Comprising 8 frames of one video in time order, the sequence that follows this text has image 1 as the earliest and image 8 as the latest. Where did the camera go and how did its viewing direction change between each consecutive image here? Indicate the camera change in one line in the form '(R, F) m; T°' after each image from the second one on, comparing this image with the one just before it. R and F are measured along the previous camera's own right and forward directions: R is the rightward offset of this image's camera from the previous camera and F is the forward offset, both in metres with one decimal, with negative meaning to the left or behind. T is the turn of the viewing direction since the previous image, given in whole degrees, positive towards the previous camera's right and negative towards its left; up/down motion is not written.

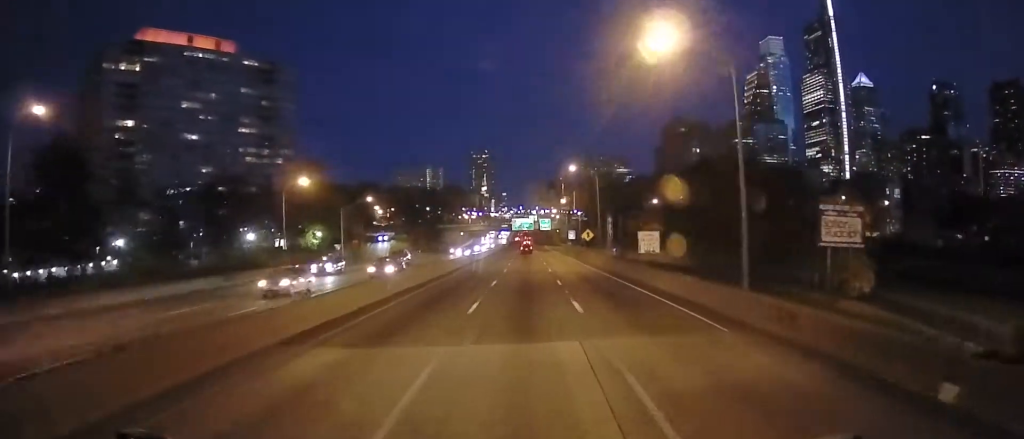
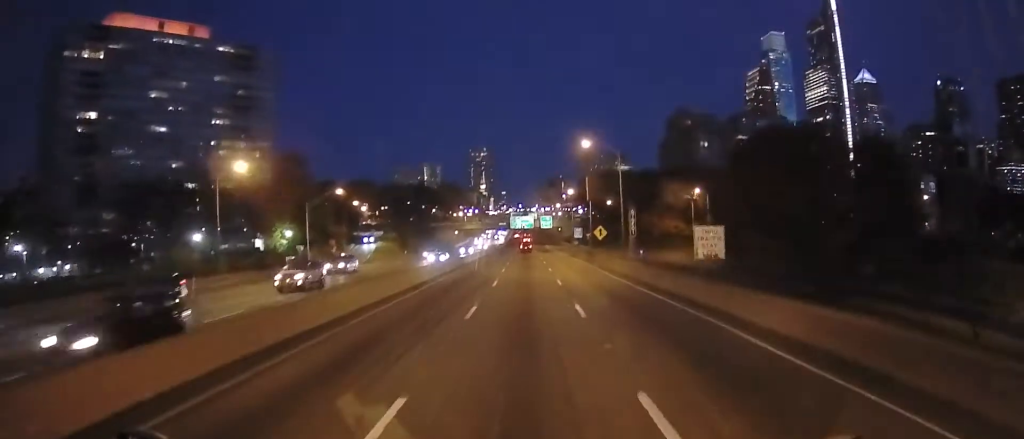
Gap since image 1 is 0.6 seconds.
(0.0, +13.6) m; 0°
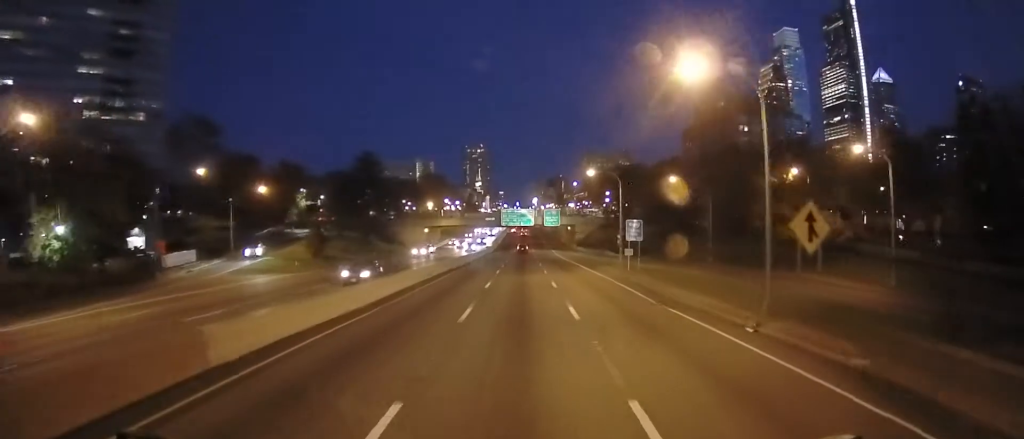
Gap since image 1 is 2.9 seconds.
(-0.2, +49.6) m; 0°
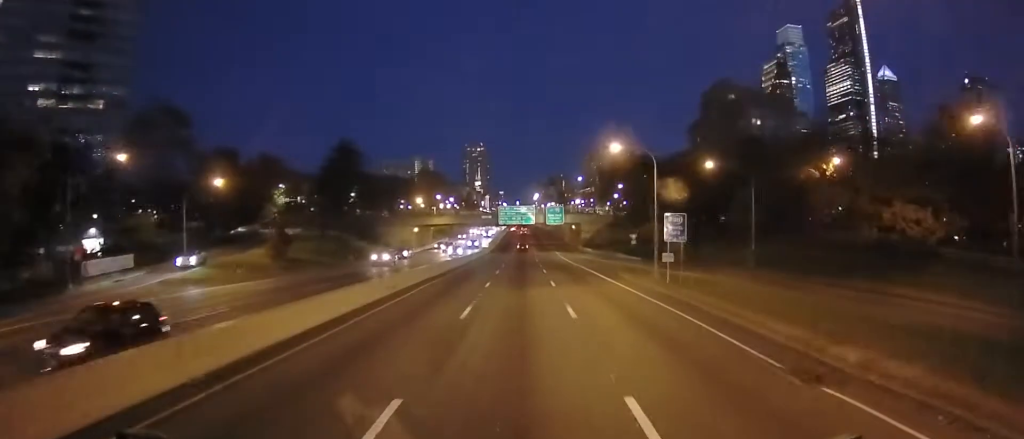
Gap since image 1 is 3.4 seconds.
(0.0, +12.1) m; 0°
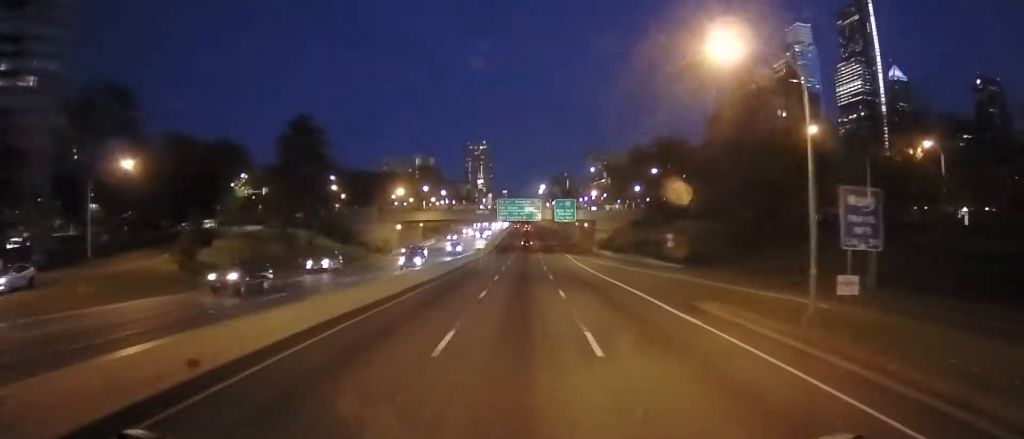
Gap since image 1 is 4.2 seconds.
(0.0, +18.4) m; 0°
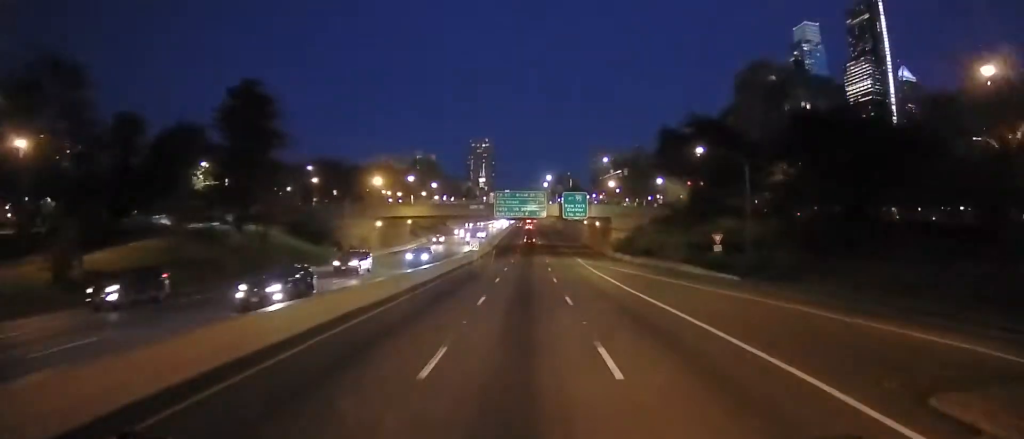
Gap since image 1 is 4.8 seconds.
(0.0, +14.6) m; 0°
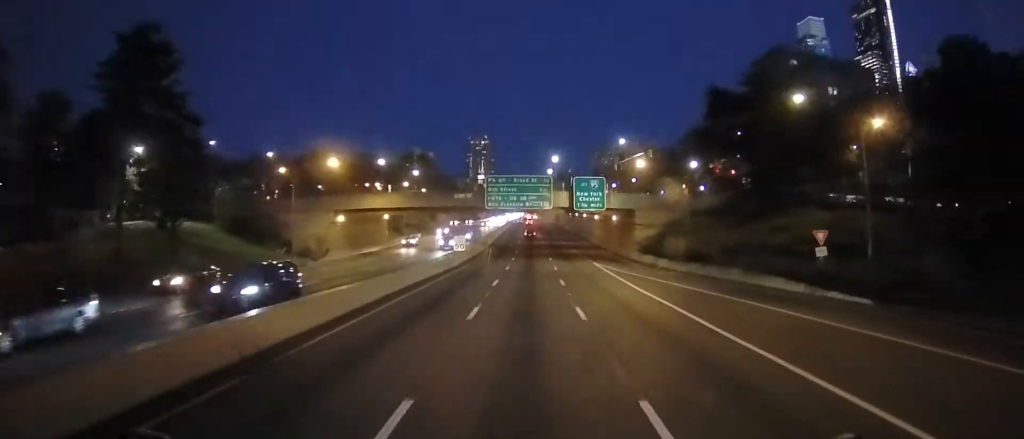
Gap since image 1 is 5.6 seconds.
(0.0, +17.0) m; 0°
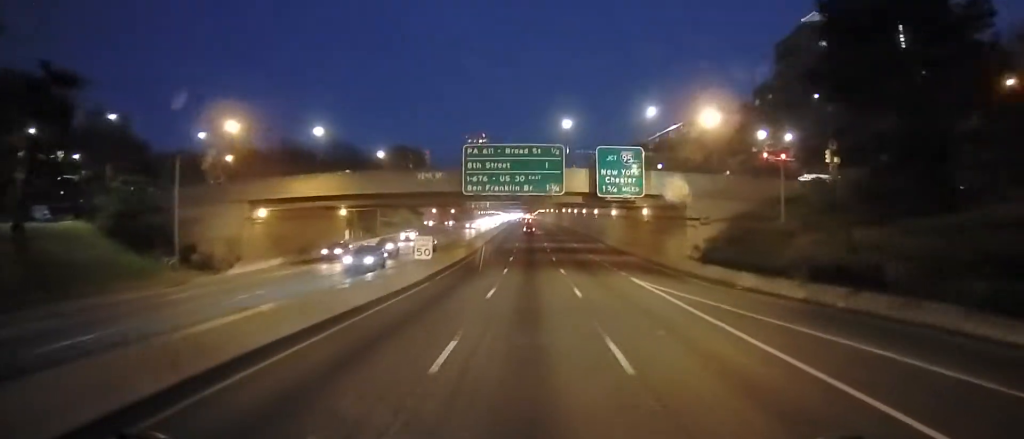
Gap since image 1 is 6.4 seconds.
(0.0, +20.1) m; +1°
